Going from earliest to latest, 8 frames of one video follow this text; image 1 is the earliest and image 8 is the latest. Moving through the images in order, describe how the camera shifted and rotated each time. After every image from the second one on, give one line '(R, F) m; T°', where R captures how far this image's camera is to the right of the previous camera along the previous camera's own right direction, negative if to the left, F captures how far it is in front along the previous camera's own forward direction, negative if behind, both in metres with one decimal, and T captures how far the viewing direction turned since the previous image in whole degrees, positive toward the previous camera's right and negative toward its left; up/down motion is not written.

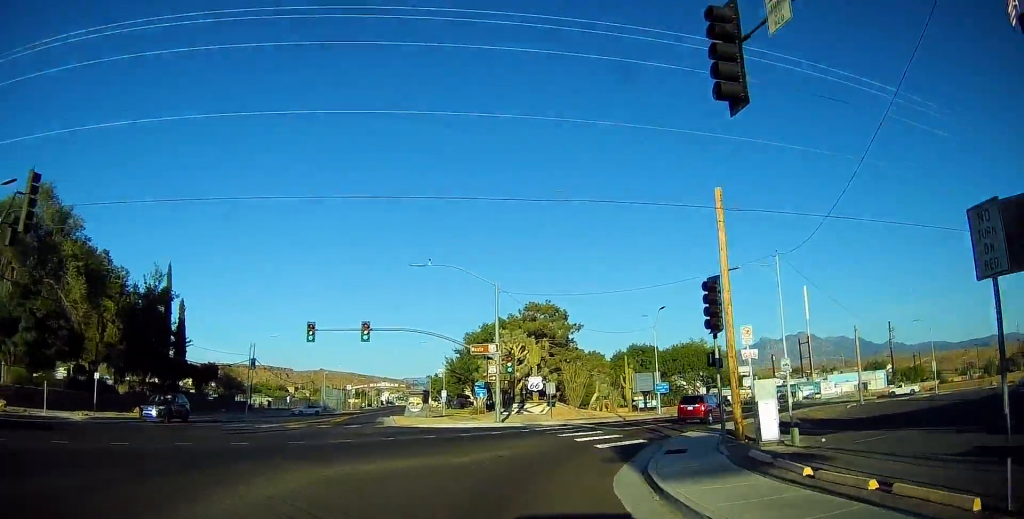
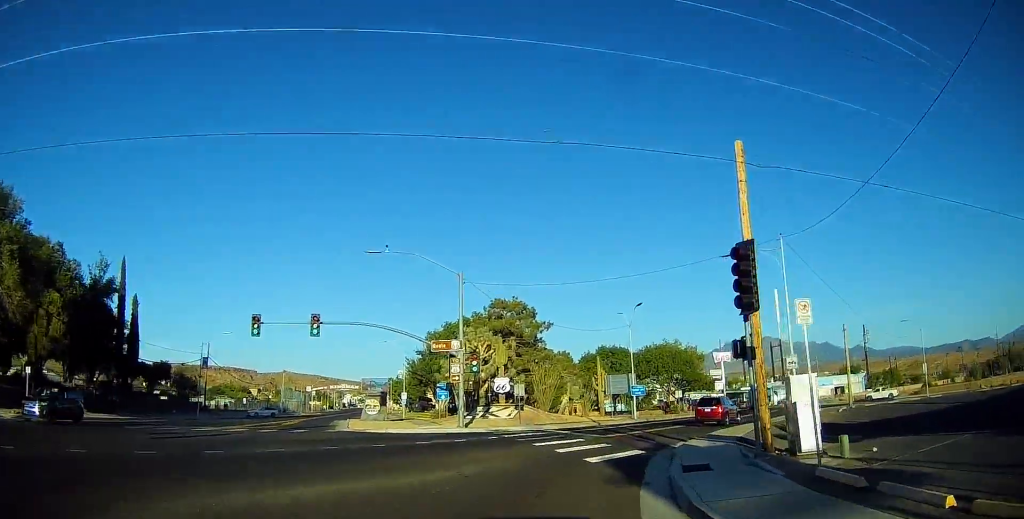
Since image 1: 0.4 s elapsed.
(-0.2, +4.5) m; +4°
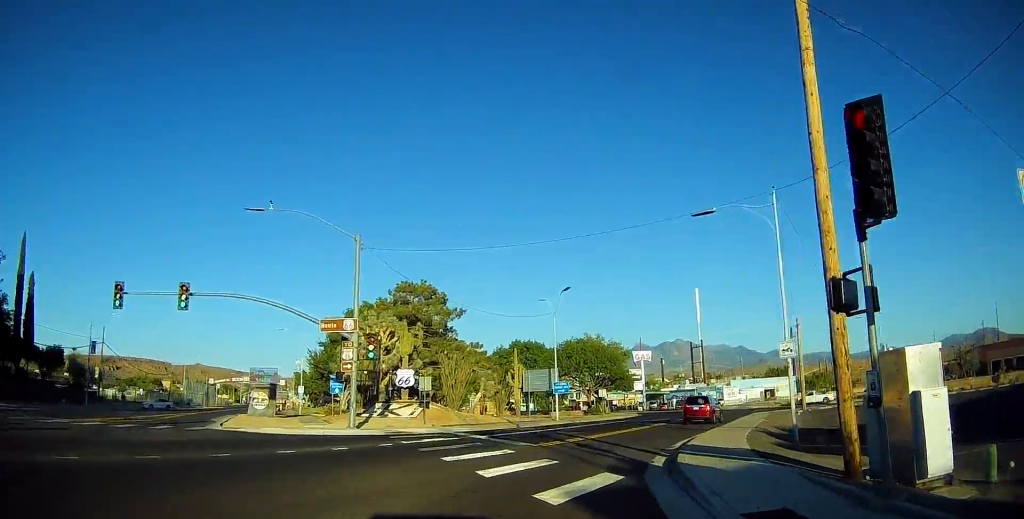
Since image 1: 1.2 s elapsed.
(+0.9, +7.4) m; +9°
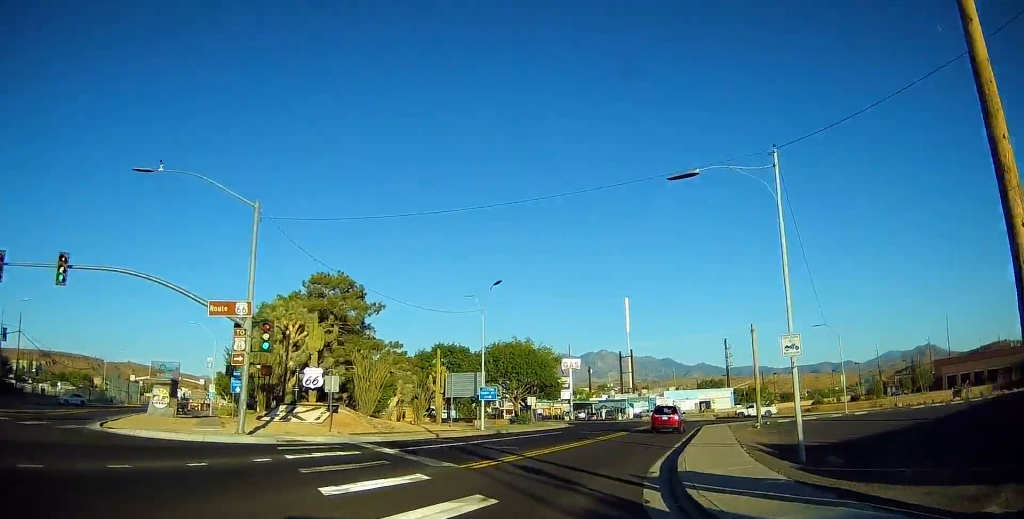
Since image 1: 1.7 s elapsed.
(+0.3, +5.5) m; +6°
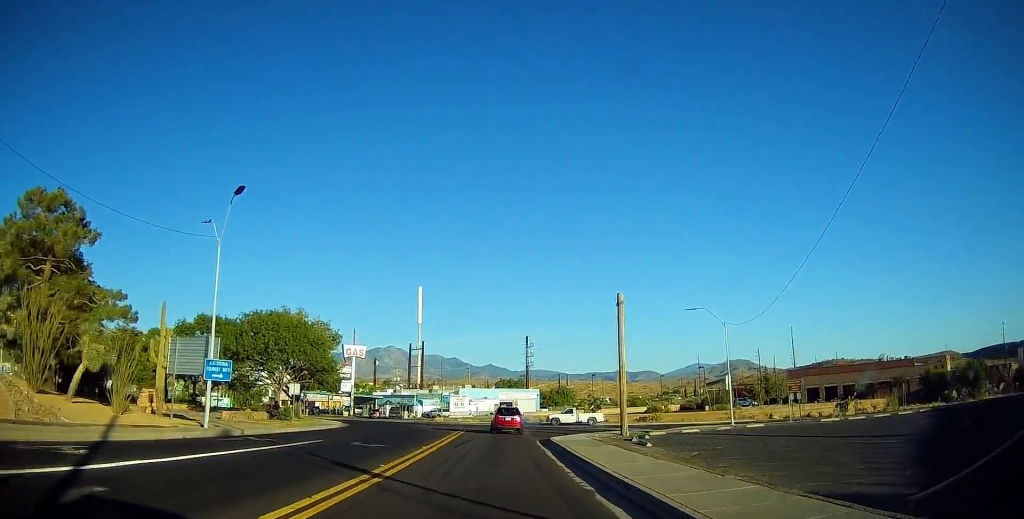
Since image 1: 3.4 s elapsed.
(+2.1, +17.3) m; +12°
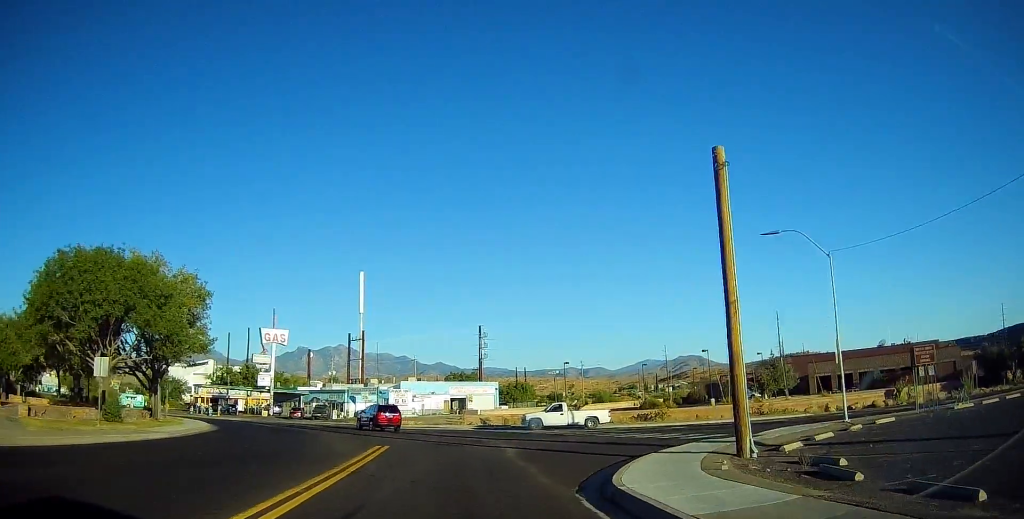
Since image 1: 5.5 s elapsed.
(+1.4, +21.2) m; +3°
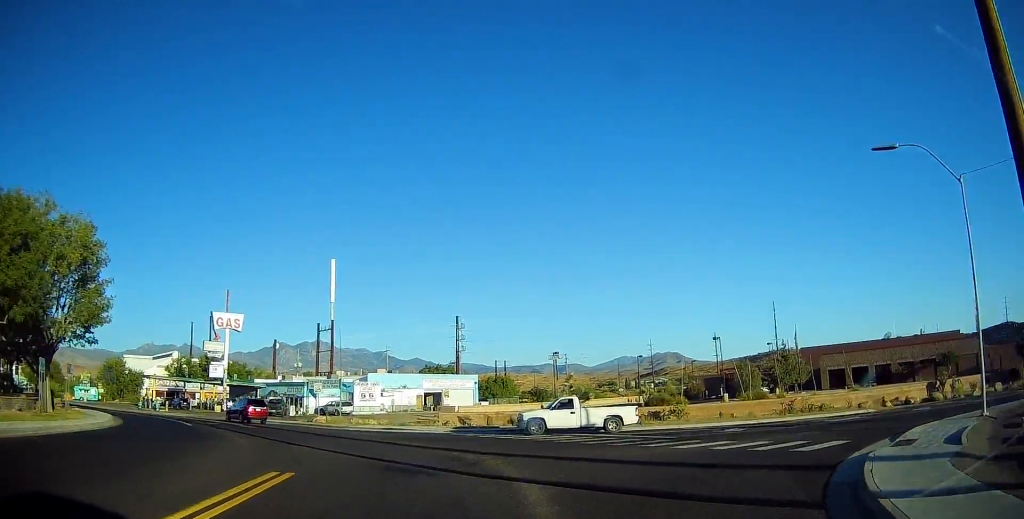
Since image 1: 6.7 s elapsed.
(-0.1, +9.9) m; +11°
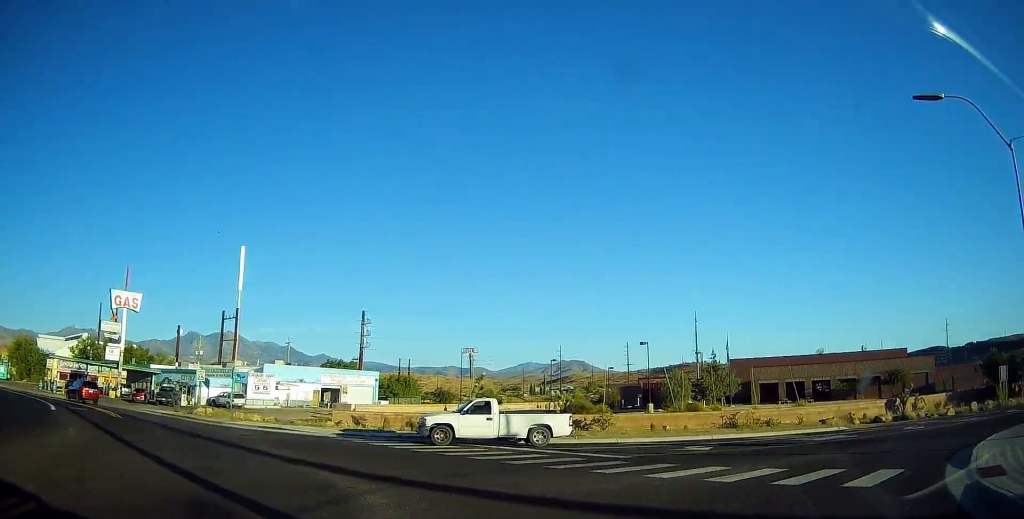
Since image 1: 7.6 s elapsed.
(+0.8, +5.8) m; +18°
